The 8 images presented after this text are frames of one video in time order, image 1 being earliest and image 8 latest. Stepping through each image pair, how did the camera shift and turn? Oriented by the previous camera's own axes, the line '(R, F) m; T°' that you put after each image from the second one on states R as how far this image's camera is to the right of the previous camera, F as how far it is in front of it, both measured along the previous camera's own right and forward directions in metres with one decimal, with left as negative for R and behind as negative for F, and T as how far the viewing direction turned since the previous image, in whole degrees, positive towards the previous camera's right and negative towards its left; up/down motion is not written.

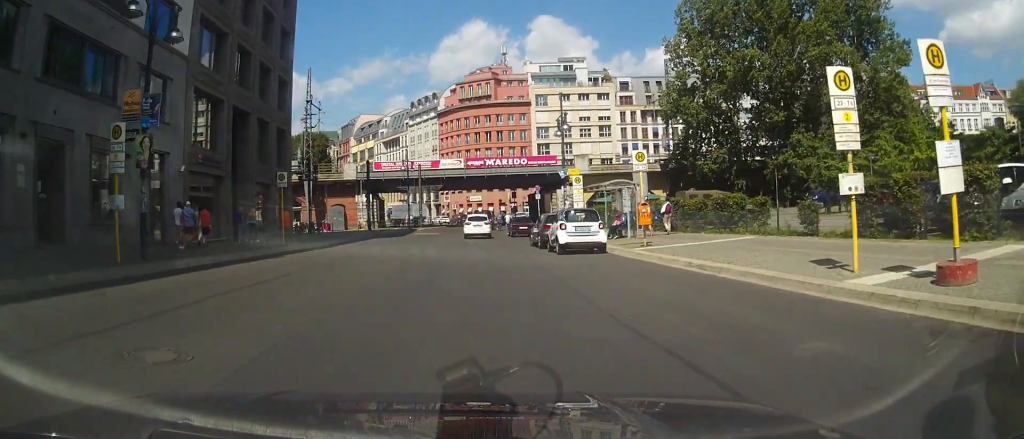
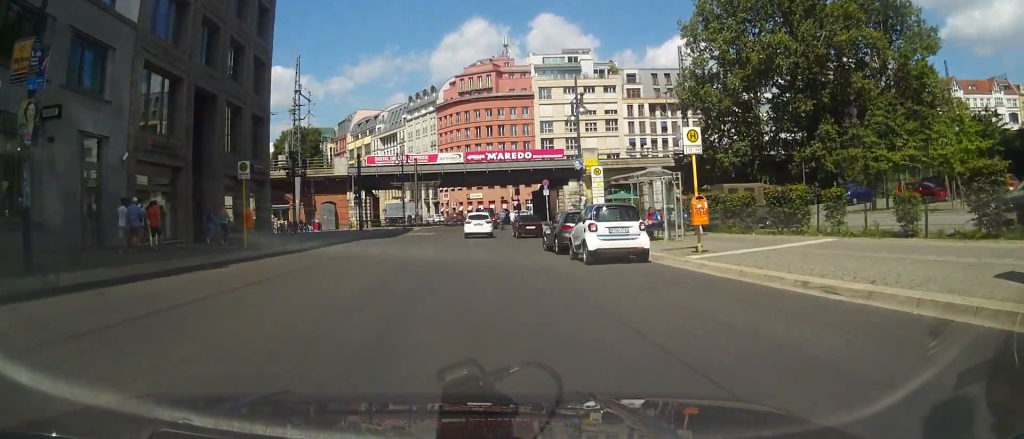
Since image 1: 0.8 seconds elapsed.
(-0.1, +5.7) m; -1°
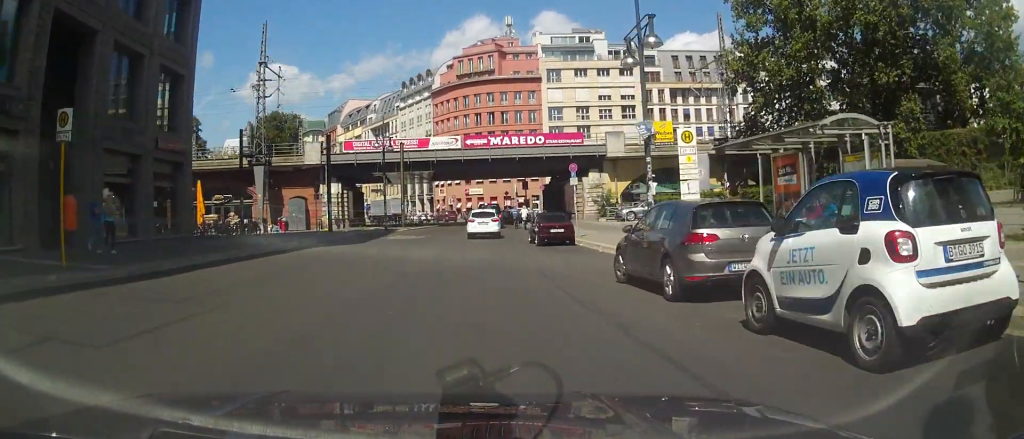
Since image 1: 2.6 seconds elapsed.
(+0.1, +13.4) m; 0°
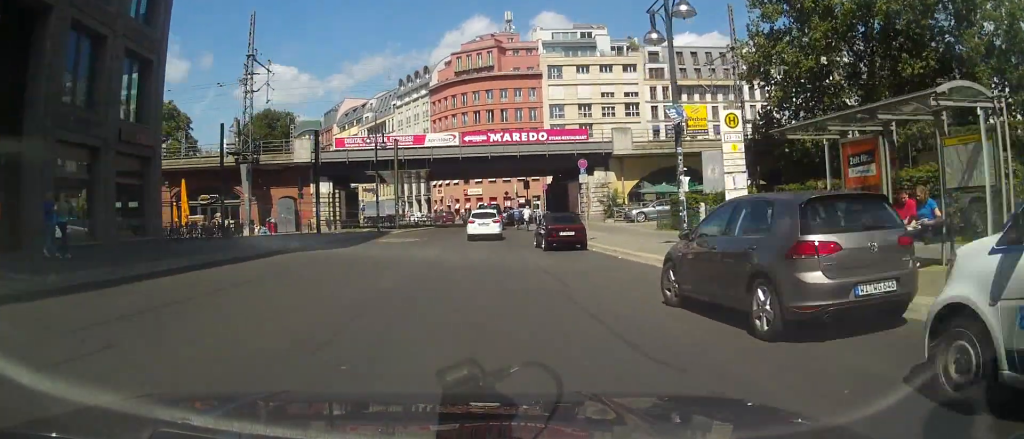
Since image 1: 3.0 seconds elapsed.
(0.0, +3.4) m; -2°
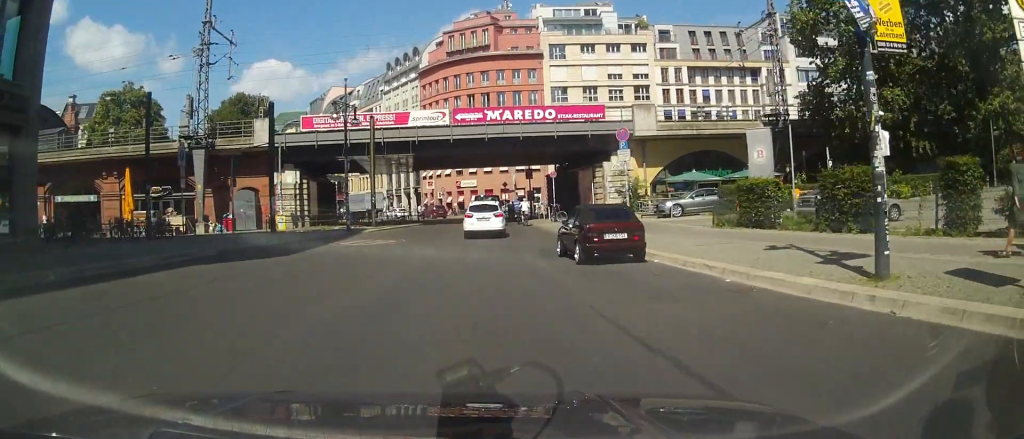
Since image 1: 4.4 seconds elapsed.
(-0.9, +9.8) m; -9°
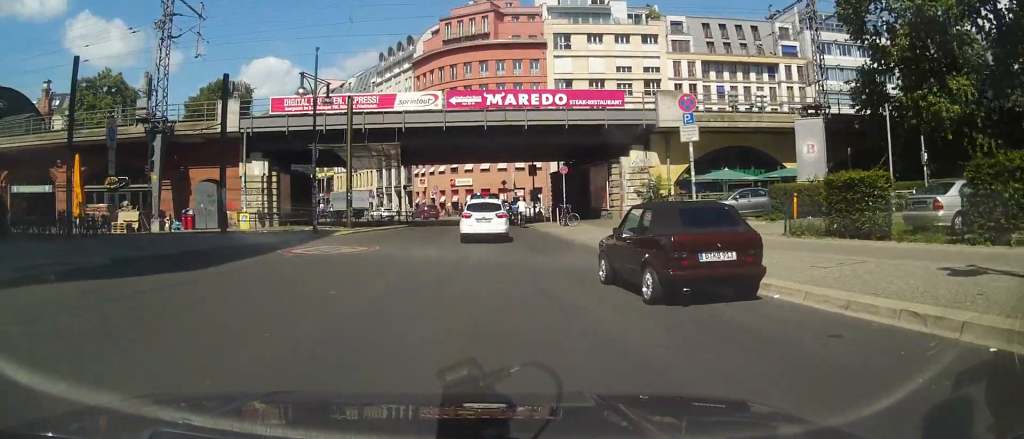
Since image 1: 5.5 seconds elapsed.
(-0.3, +7.5) m; -2°
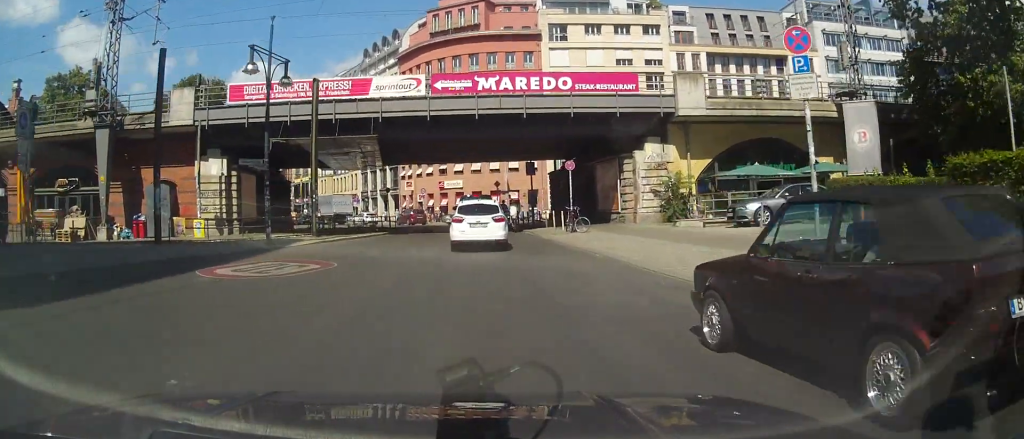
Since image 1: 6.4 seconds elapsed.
(0.0, +6.4) m; -1°
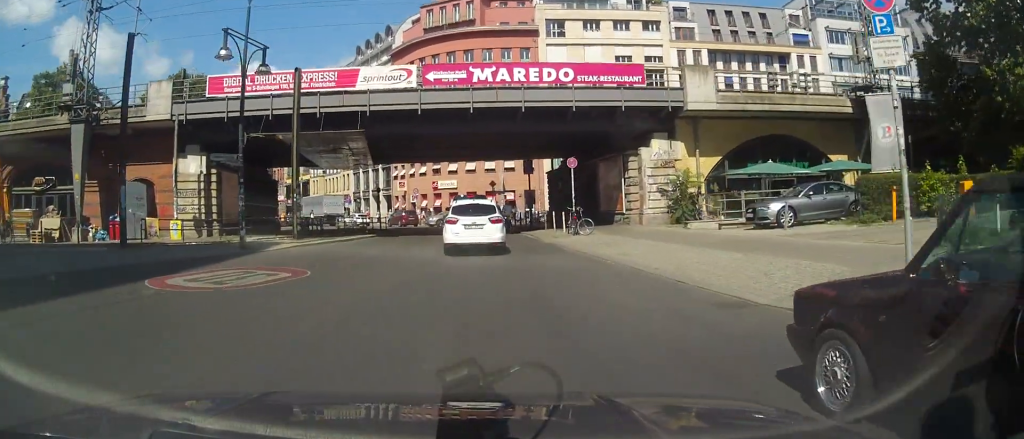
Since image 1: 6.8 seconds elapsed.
(0.0, +2.5) m; -1°
